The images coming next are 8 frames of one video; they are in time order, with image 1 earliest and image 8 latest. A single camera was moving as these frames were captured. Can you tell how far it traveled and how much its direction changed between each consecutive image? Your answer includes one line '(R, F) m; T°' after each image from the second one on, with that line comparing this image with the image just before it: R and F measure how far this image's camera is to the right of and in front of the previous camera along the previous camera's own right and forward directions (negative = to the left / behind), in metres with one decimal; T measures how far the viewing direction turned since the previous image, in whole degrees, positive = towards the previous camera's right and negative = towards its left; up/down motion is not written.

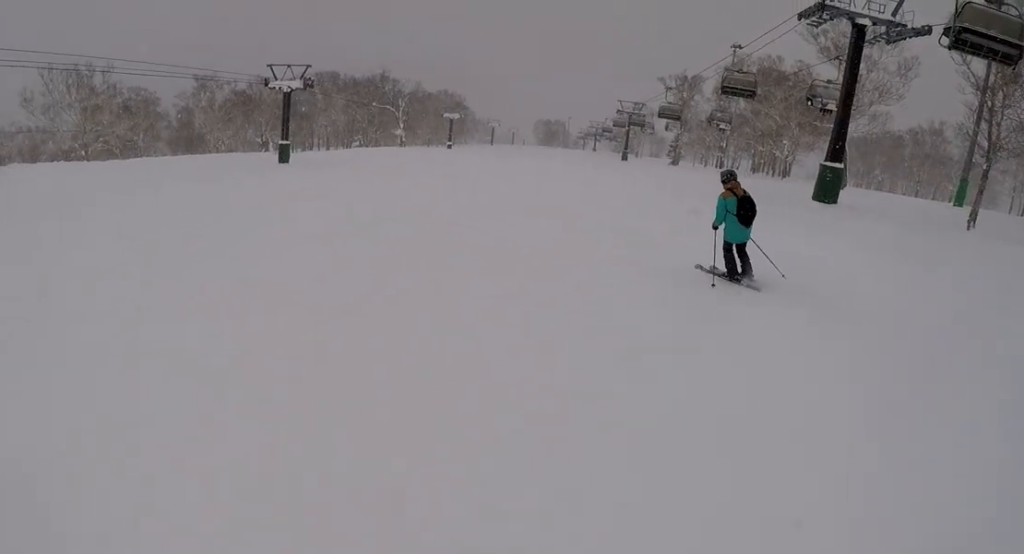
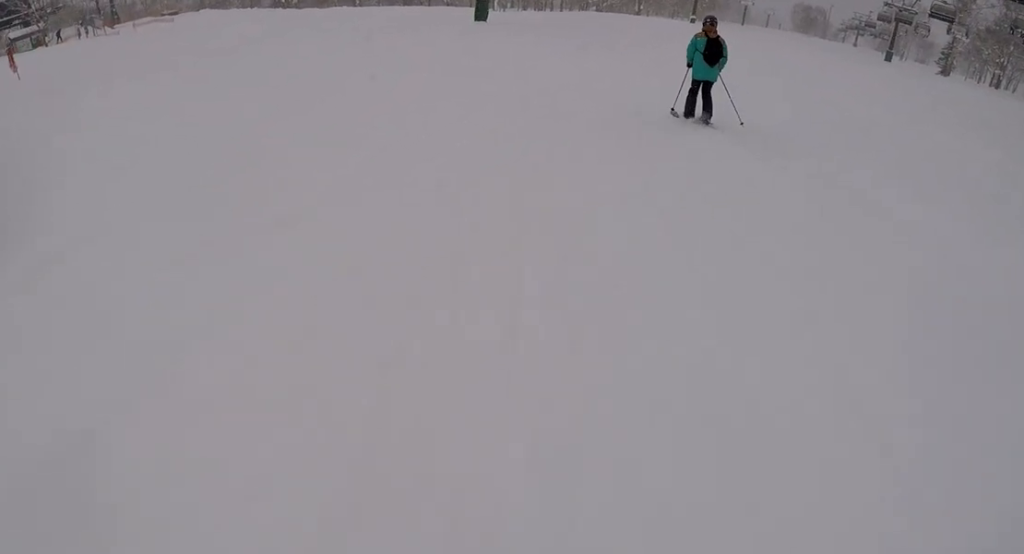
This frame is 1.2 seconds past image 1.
(-1.3, +7.1) m; -16°
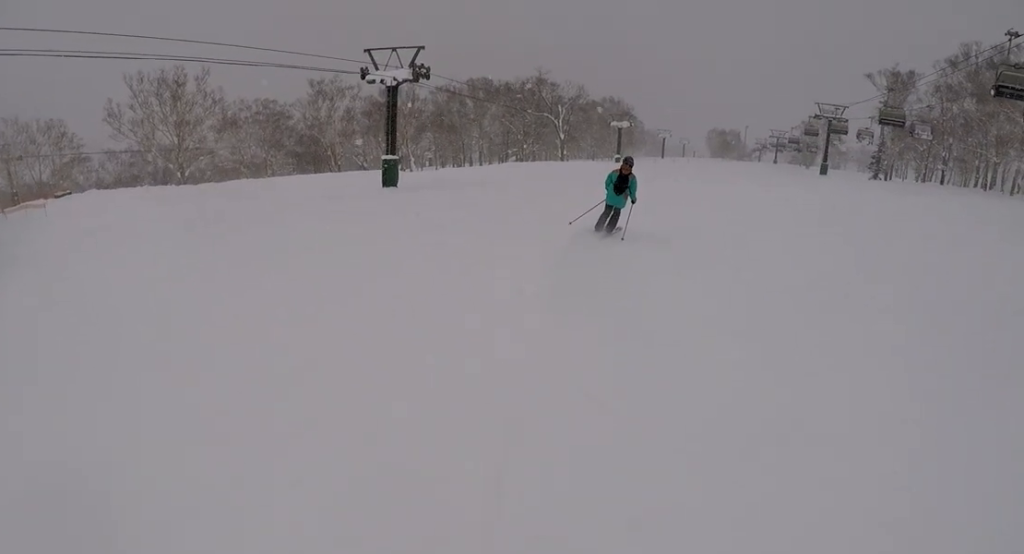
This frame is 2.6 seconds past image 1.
(0.0, +9.0) m; +12°
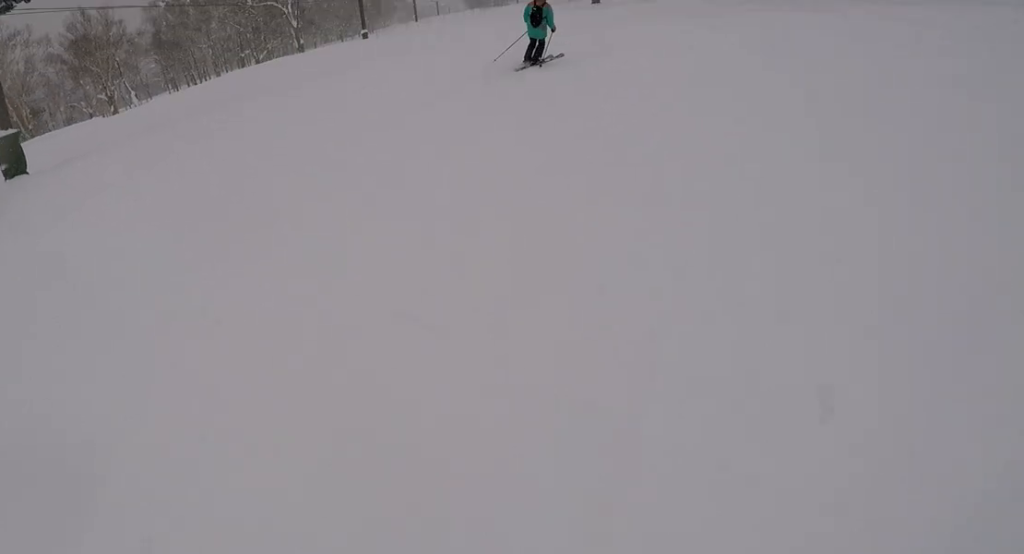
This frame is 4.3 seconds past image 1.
(+1.5, +12.1) m; +1°
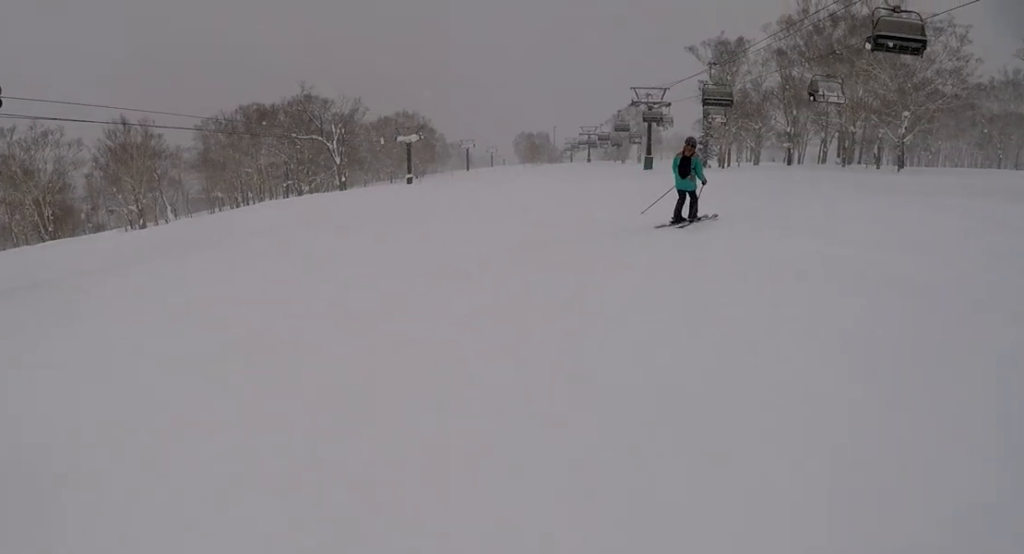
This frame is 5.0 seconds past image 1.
(-0.4, +4.8) m; -7°
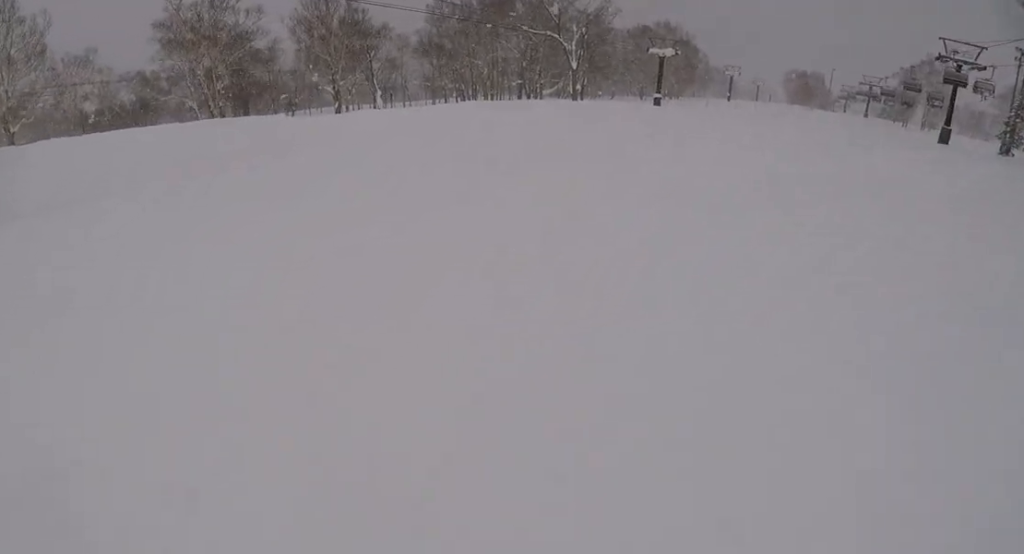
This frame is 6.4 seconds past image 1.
(-1.1, +10.4) m; -6°
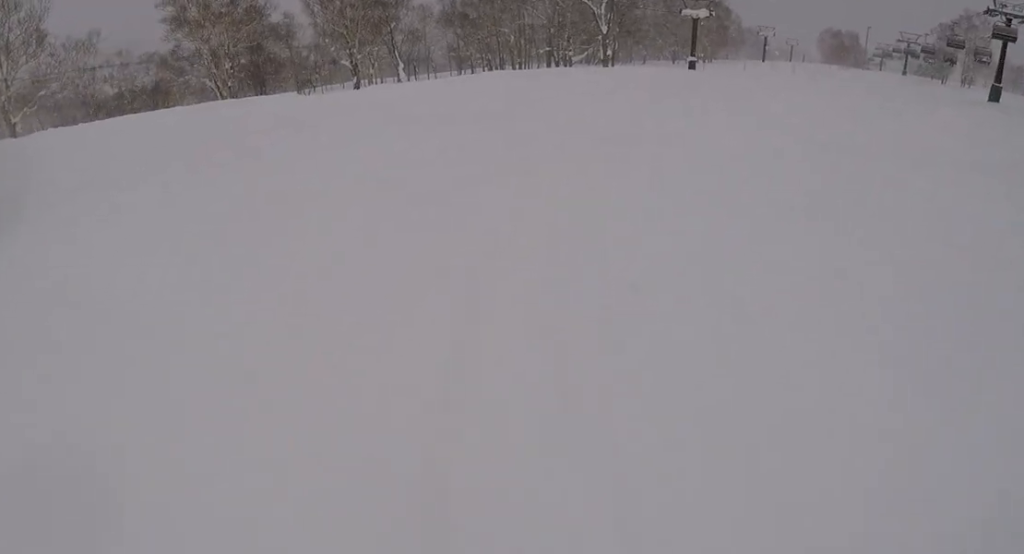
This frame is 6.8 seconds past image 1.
(-0.4, +3.1) m; +2°
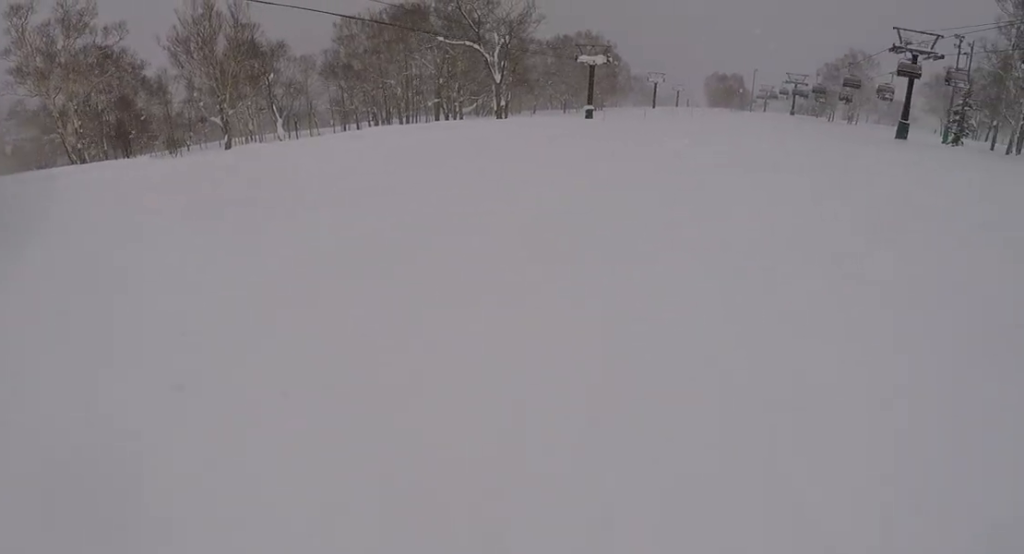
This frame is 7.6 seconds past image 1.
(+0.7, +5.5) m; +11°
